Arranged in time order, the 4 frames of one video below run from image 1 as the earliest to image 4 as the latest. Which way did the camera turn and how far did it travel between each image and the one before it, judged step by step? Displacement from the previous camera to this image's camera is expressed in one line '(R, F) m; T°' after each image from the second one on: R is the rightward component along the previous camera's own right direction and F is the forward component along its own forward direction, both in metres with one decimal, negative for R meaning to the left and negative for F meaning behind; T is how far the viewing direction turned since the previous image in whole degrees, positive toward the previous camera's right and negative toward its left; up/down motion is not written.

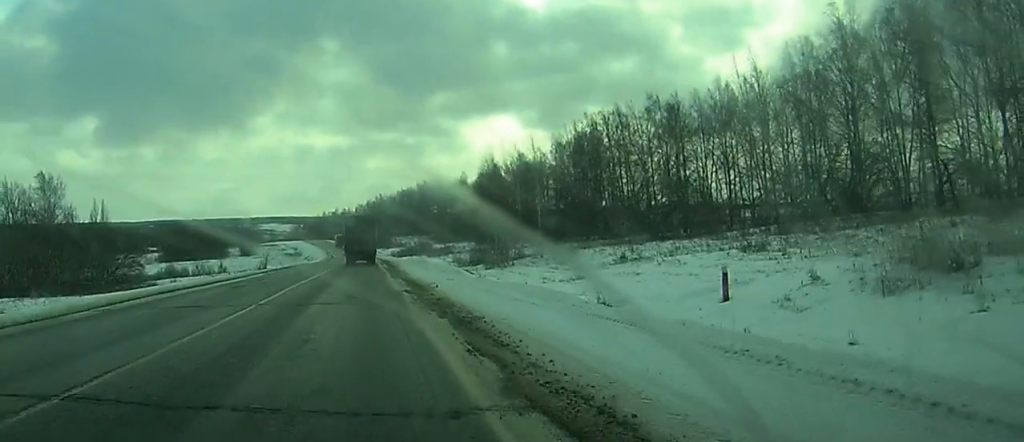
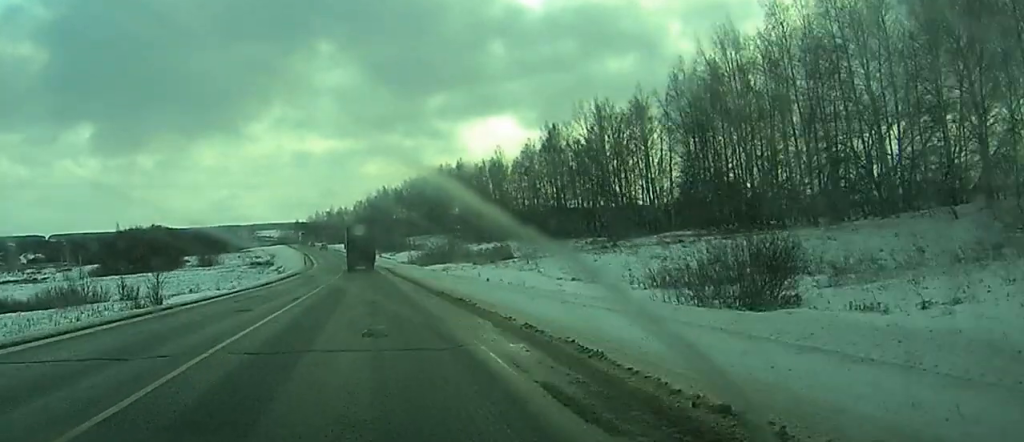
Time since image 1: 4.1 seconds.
(+1.4, +71.9) m; +2°
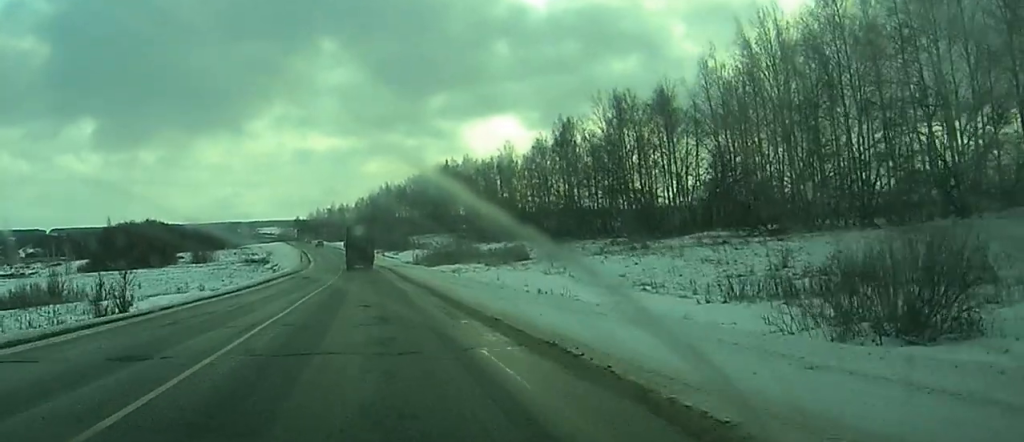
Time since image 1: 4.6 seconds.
(0.0, +9.2) m; 0°
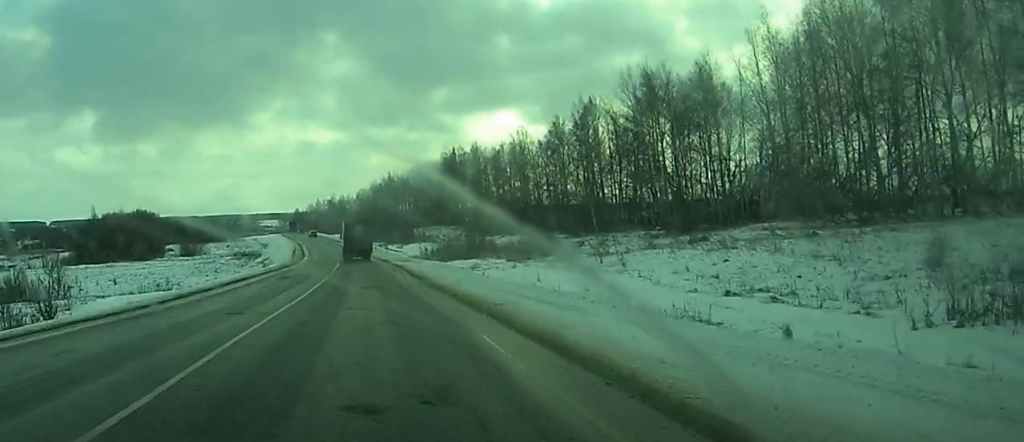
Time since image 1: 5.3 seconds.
(0.0, +13.6) m; 0°
